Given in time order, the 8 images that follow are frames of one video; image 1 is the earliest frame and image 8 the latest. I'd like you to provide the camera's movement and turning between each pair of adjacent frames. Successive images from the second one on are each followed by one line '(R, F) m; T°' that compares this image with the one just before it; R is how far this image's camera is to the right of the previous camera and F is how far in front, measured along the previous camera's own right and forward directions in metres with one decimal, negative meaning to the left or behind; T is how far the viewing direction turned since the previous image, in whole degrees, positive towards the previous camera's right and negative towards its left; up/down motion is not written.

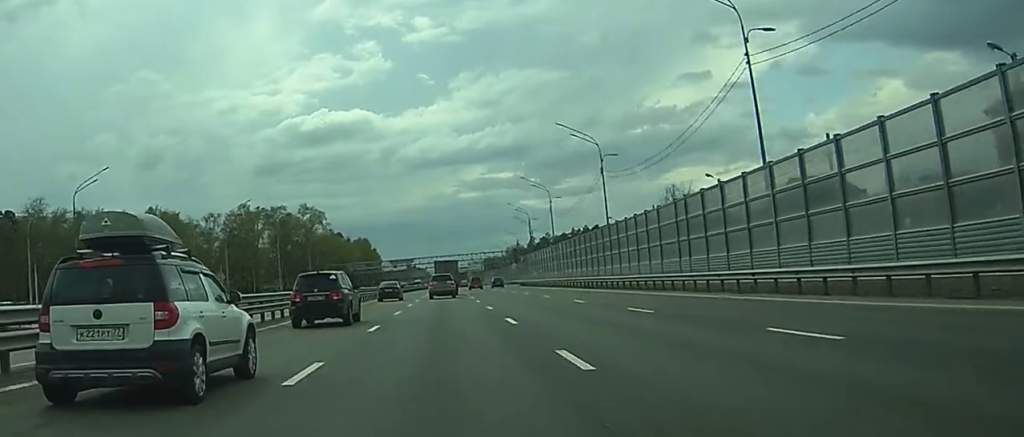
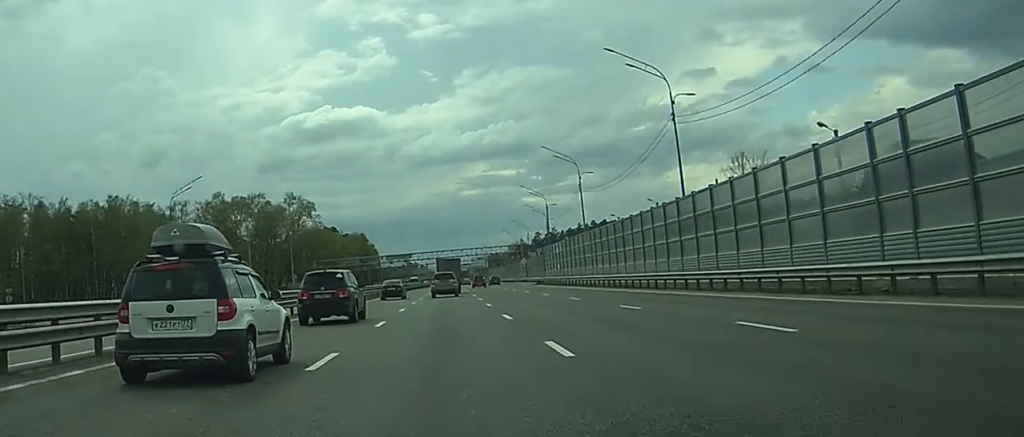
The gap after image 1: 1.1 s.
(+0.1, +22.2) m; 0°
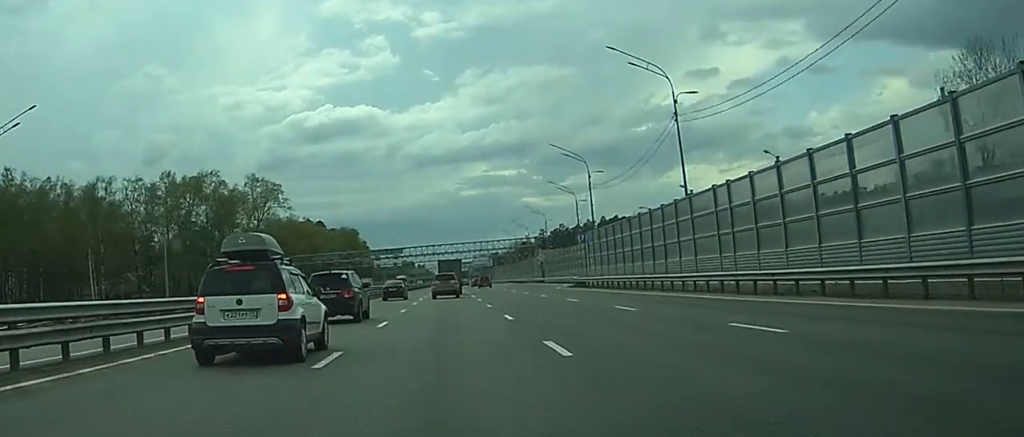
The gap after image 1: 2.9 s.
(-0.1, +35.9) m; 0°
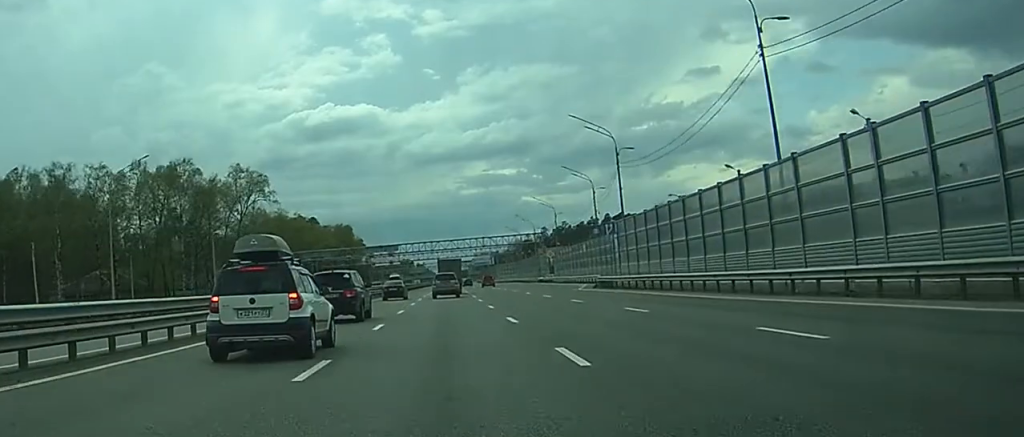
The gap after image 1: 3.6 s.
(0.0, +13.8) m; 0°
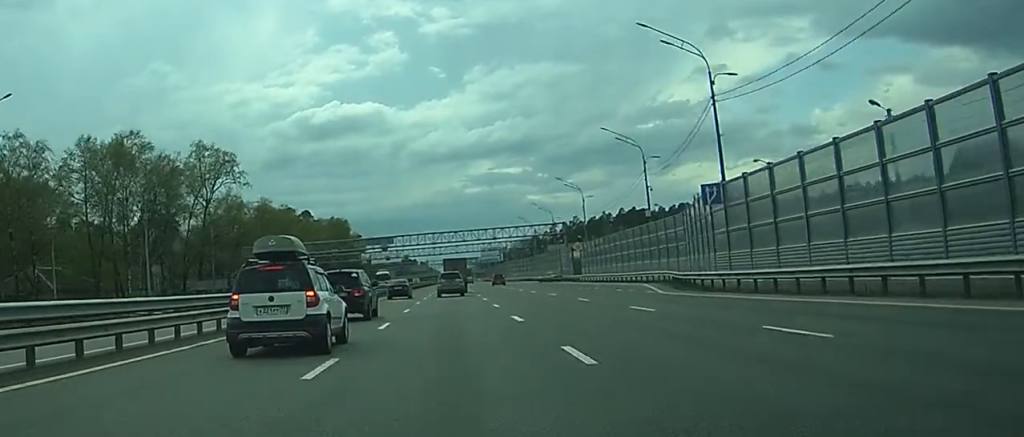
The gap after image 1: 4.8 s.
(-0.1, +24.1) m; 0°
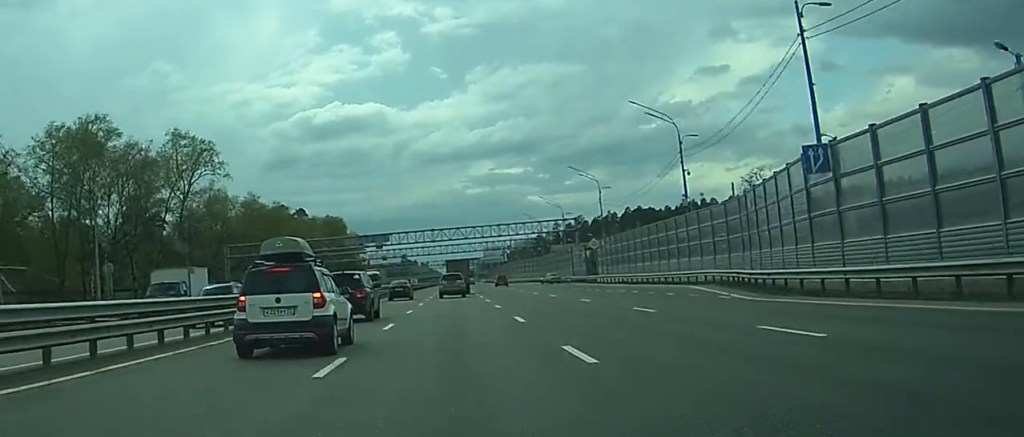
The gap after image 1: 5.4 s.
(0.0, +11.6) m; 0°
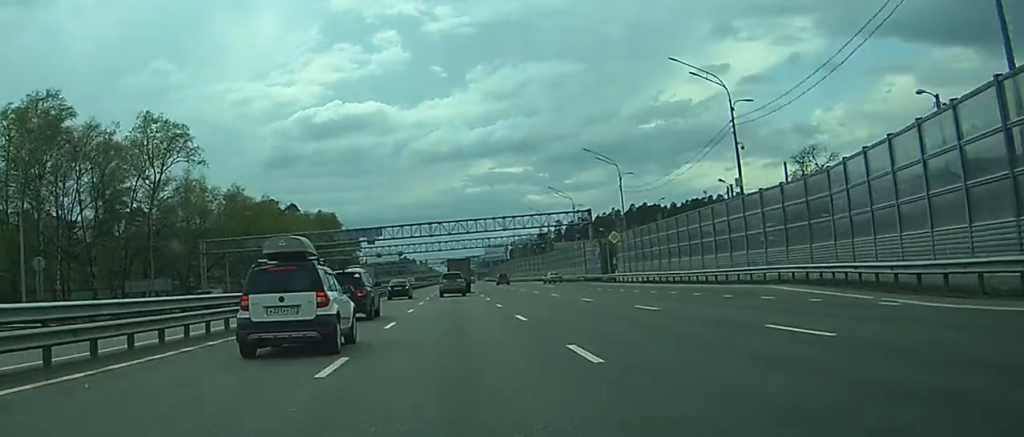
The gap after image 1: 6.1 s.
(+0.1, +12.2) m; 0°
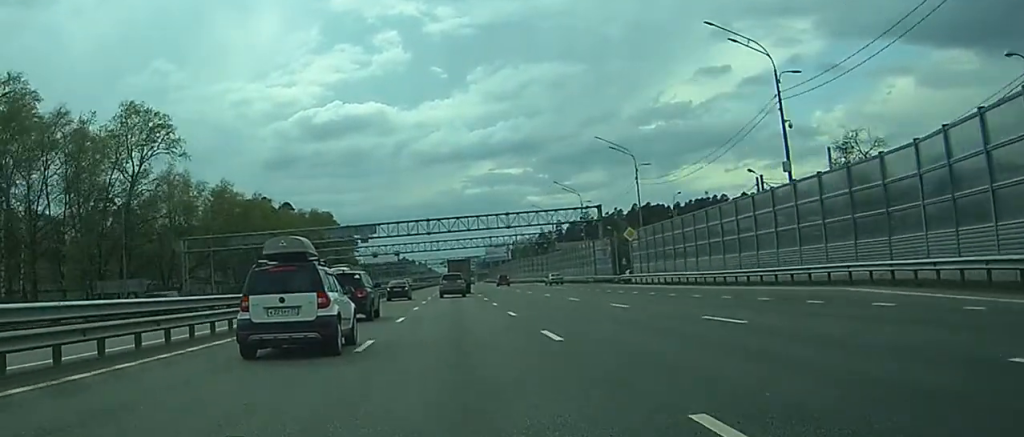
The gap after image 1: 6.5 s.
(0.0, +7.7) m; 0°
